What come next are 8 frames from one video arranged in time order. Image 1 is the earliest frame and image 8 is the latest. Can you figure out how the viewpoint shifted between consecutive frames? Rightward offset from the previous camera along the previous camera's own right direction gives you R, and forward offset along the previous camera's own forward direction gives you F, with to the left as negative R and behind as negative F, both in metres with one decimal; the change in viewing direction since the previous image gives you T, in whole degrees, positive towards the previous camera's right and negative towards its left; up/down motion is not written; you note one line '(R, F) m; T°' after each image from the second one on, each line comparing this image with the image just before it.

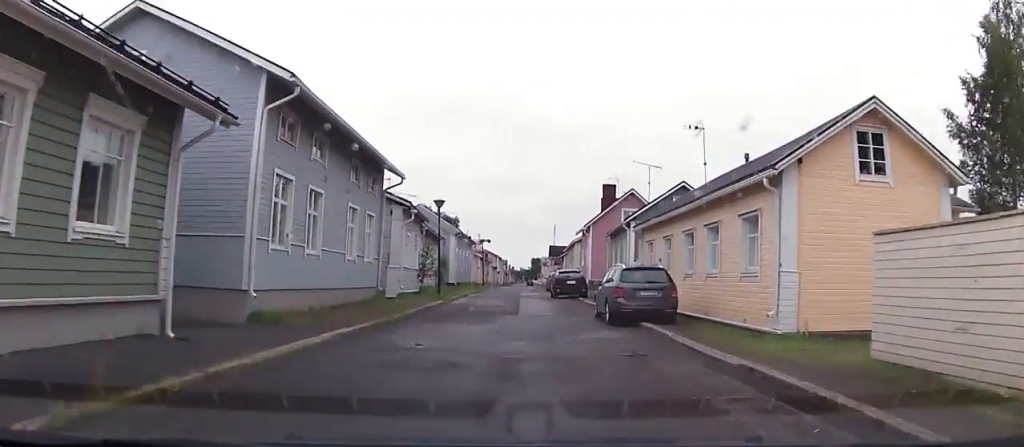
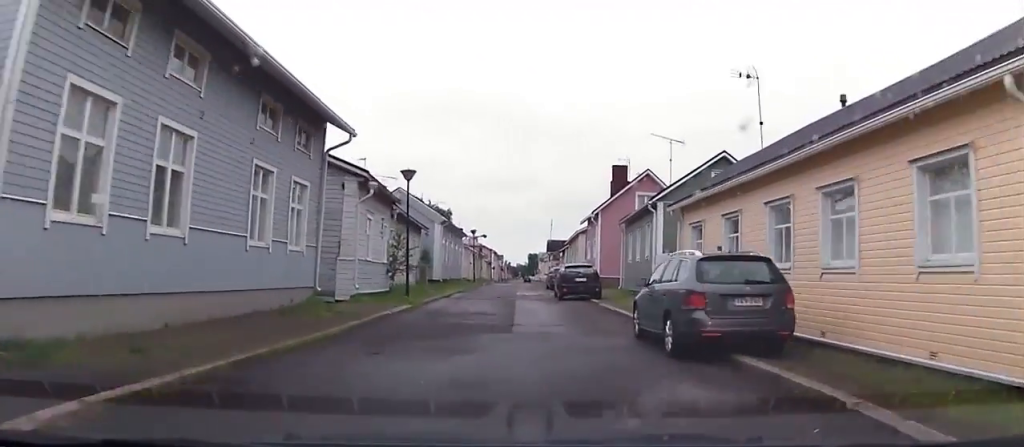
(0.0, +7.6) m; +1°
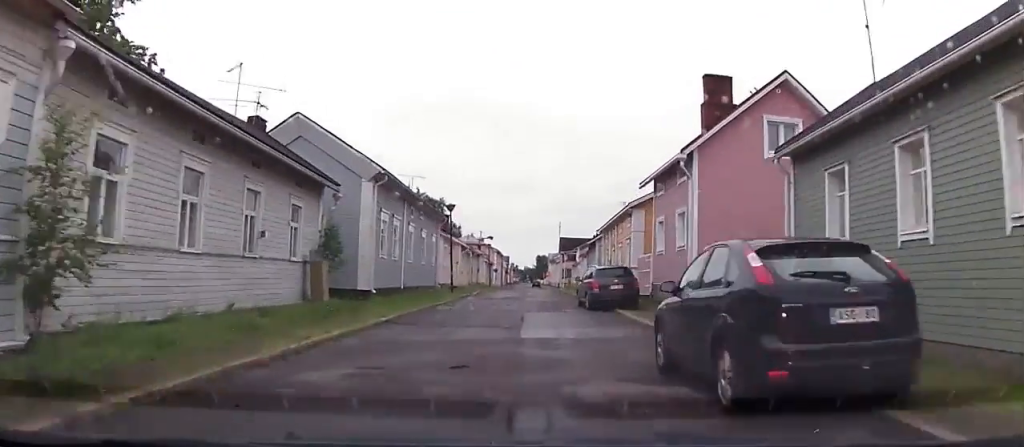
(+0.3, +24.9) m; 0°
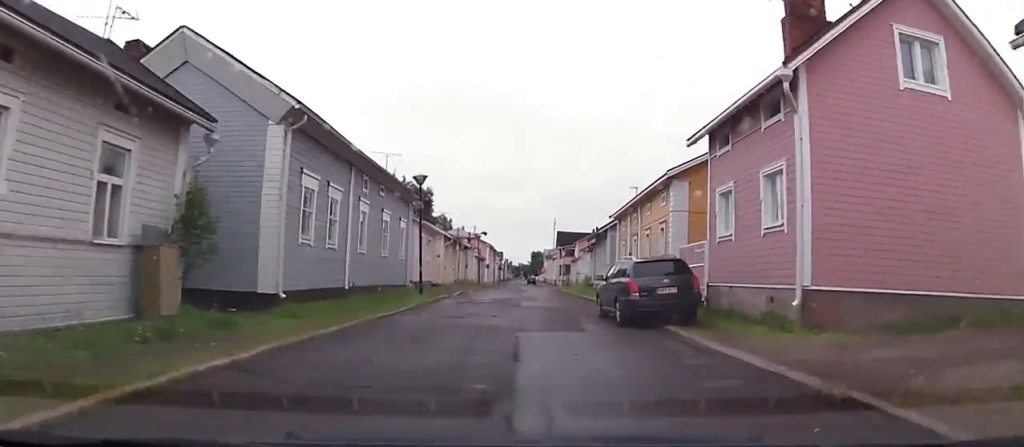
(-0.1, +9.5) m; -1°
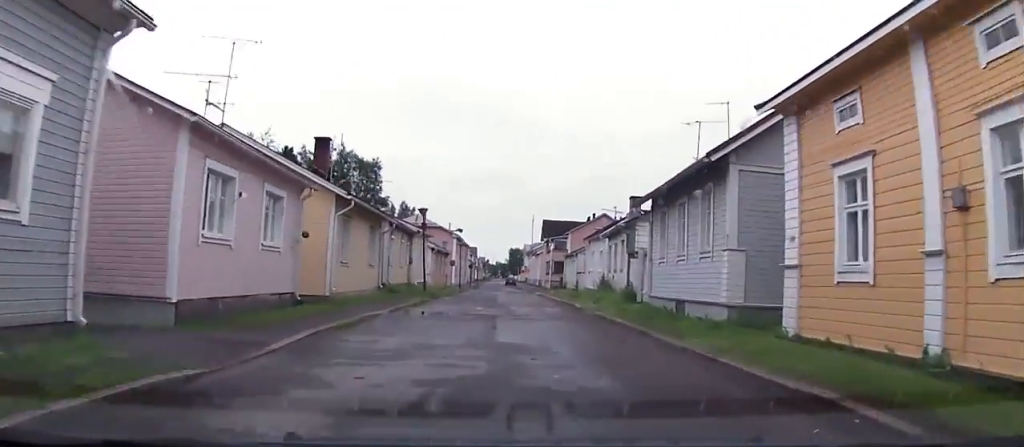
(+0.1, +25.2) m; +2°
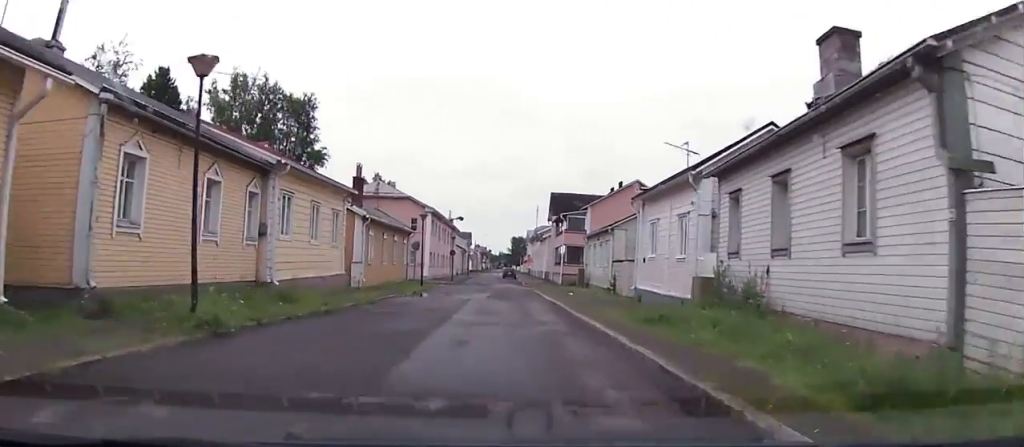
(+0.5, +23.3) m; 0°
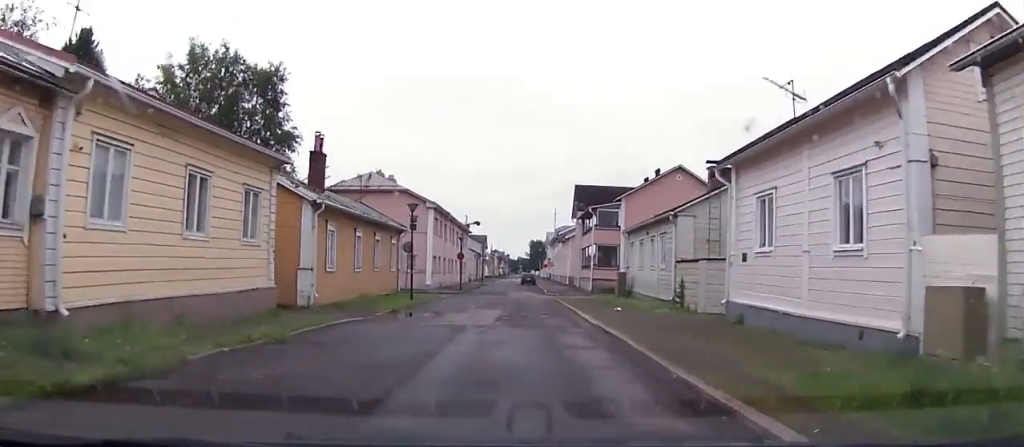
(-0.2, +9.4) m; -1°
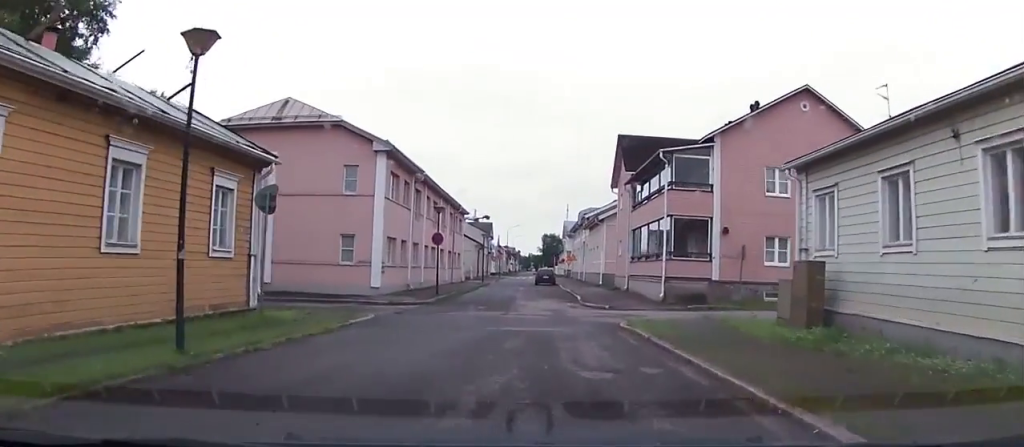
(-0.5, +19.4) m; -3°
